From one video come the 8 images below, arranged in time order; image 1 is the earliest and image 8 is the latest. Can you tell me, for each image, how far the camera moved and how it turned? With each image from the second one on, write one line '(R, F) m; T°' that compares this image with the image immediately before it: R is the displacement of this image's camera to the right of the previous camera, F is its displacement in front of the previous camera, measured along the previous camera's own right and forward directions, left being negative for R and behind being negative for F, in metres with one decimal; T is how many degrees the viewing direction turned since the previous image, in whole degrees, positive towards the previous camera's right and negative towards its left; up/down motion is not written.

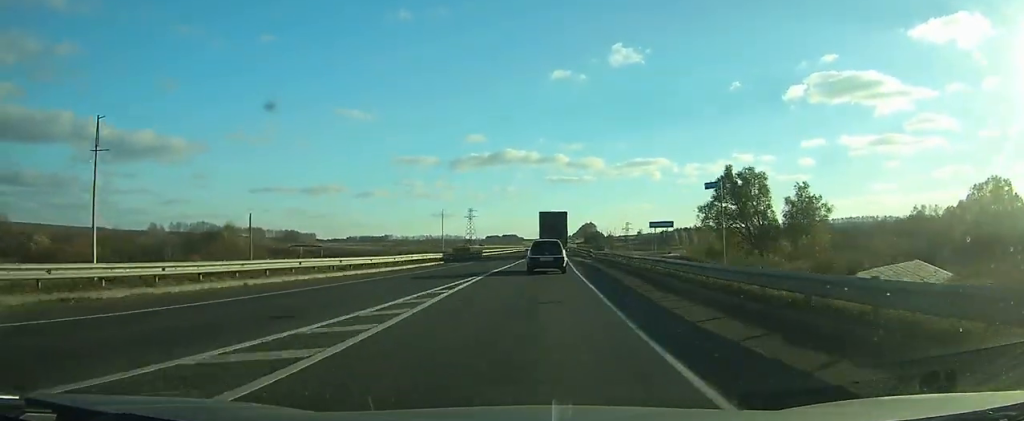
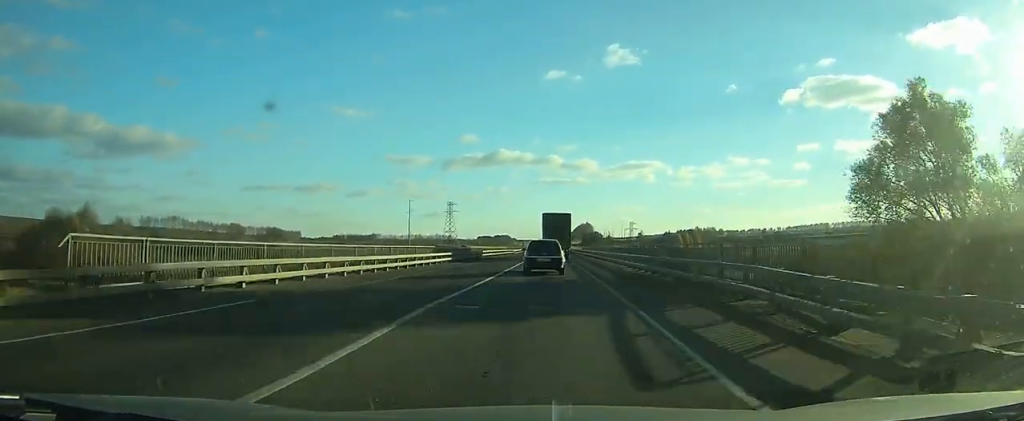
(+0.1, +46.8) m; 0°
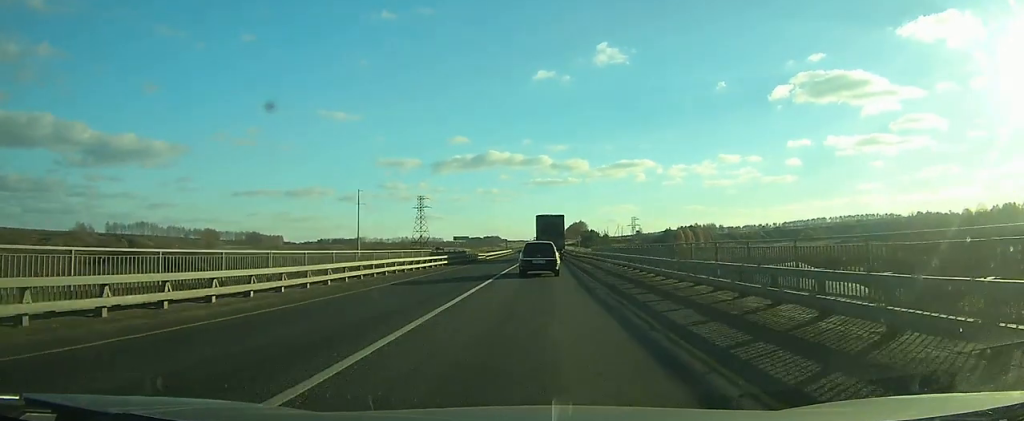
(+0.2, +41.4) m; 0°
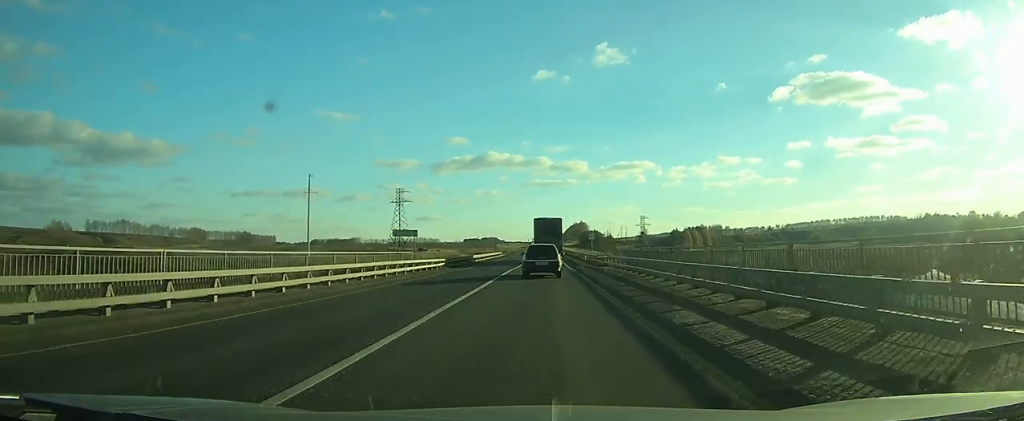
(0.0, +28.9) m; 0°
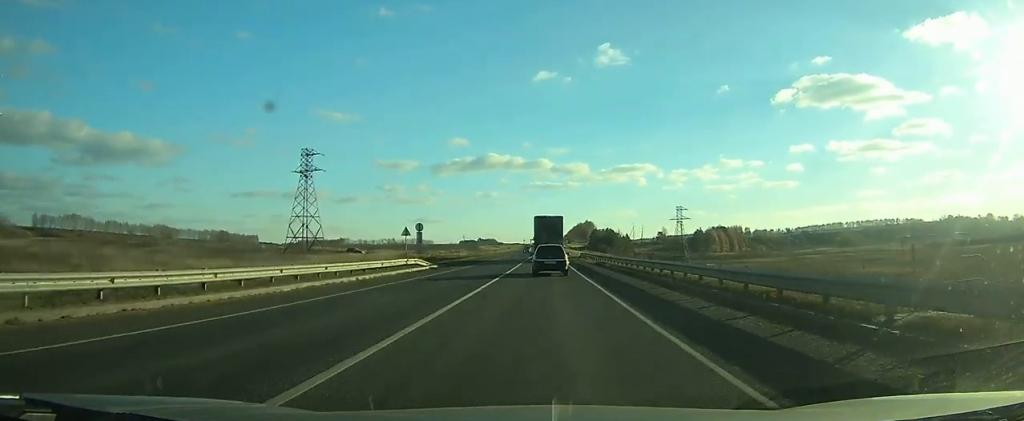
(-0.2, +72.8) m; 0°
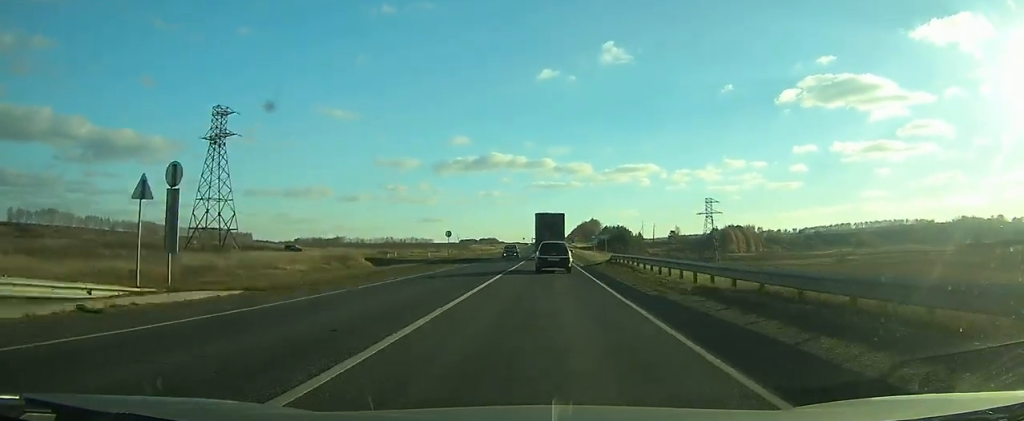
(0.0, +33.8) m; 0°
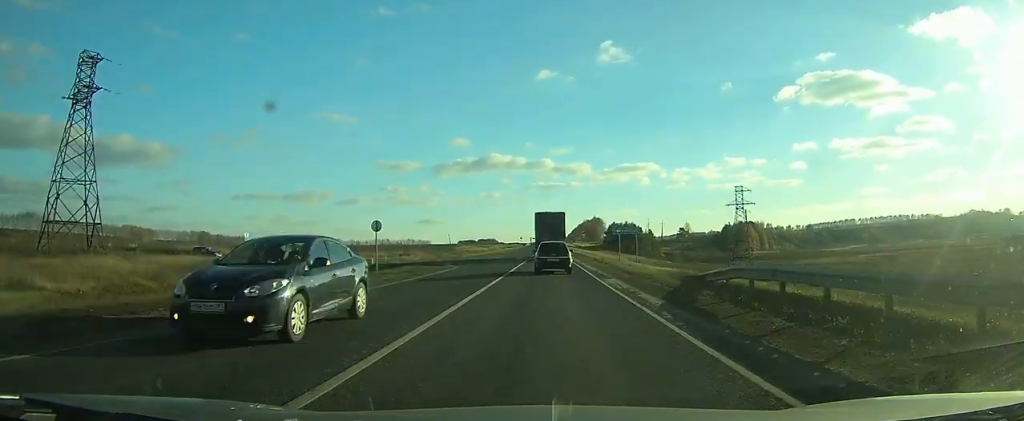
(0.0, +27.4) m; 0°
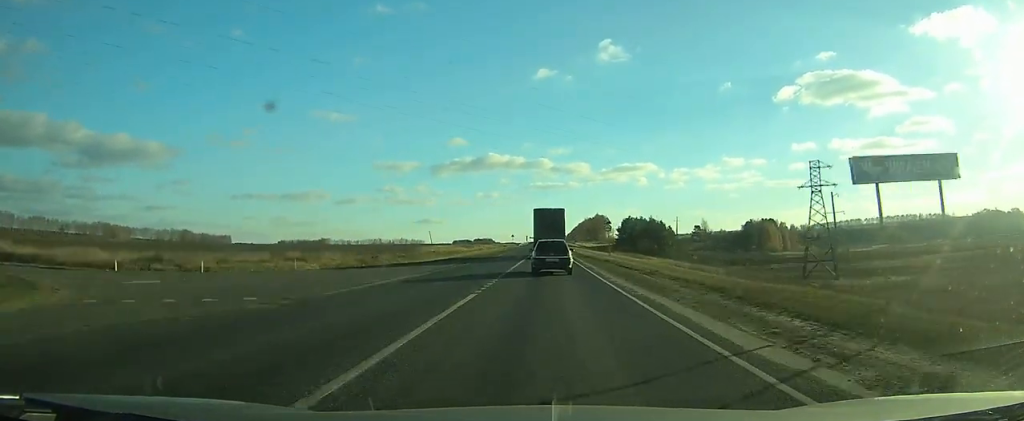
(+0.1, +40.8) m; 0°
